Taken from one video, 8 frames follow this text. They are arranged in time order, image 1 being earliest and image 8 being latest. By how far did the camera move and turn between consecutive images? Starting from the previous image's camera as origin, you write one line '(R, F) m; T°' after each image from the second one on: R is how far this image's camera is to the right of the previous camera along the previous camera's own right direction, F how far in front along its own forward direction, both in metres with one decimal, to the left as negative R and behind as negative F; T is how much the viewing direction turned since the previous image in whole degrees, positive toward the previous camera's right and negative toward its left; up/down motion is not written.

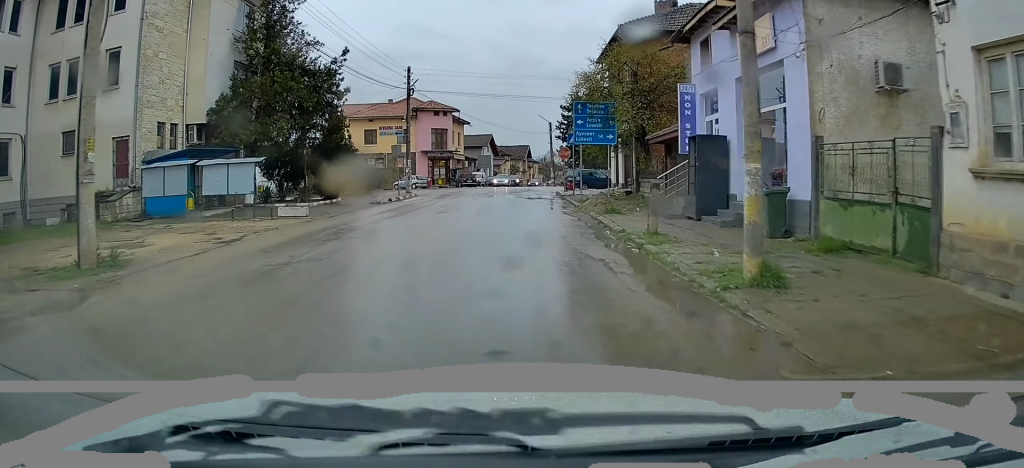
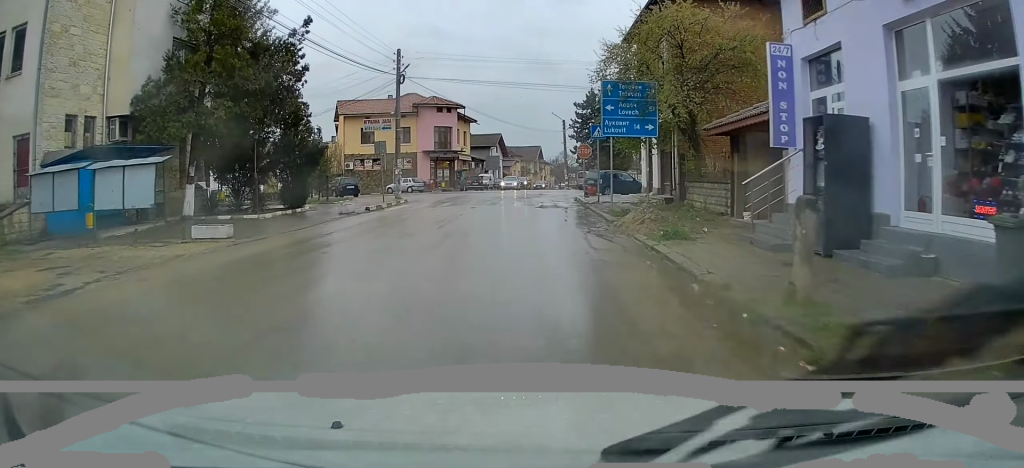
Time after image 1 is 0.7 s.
(0.0, +6.4) m; -3°
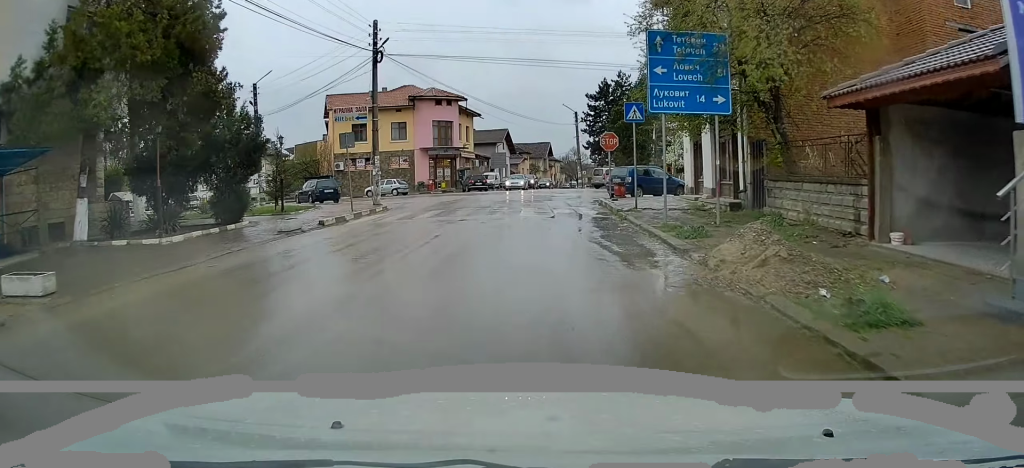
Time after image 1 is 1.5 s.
(-0.1, +6.6) m; -5°
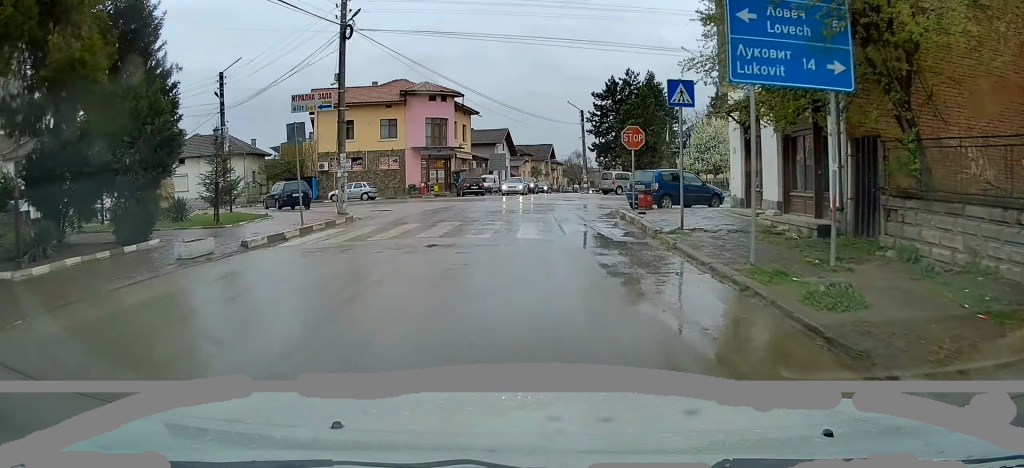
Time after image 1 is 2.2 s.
(-0.4, +5.1) m; 0°
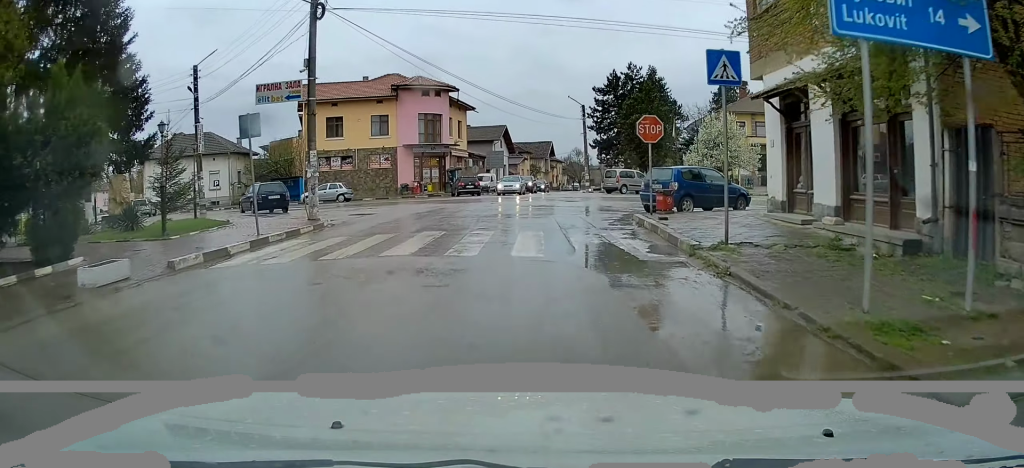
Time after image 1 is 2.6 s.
(-0.1, +3.0) m; 0°
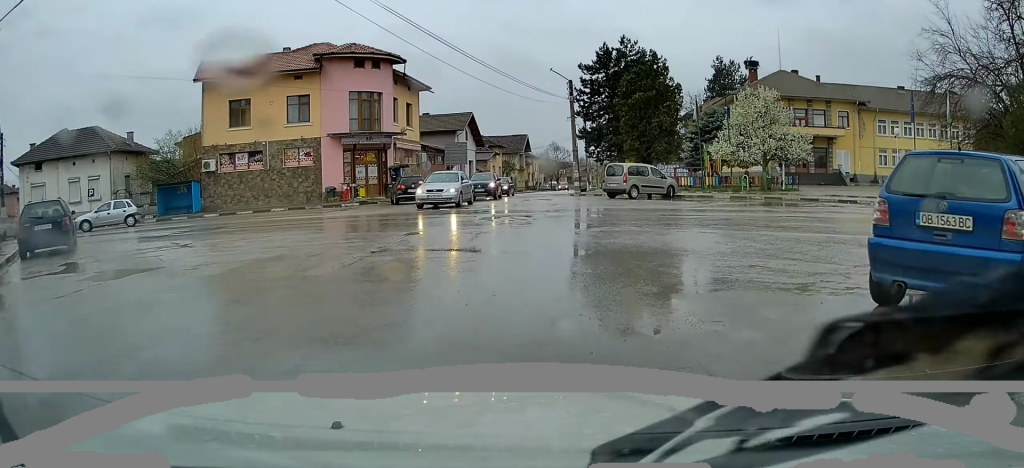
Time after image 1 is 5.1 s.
(+1.3, +13.4) m; +6°
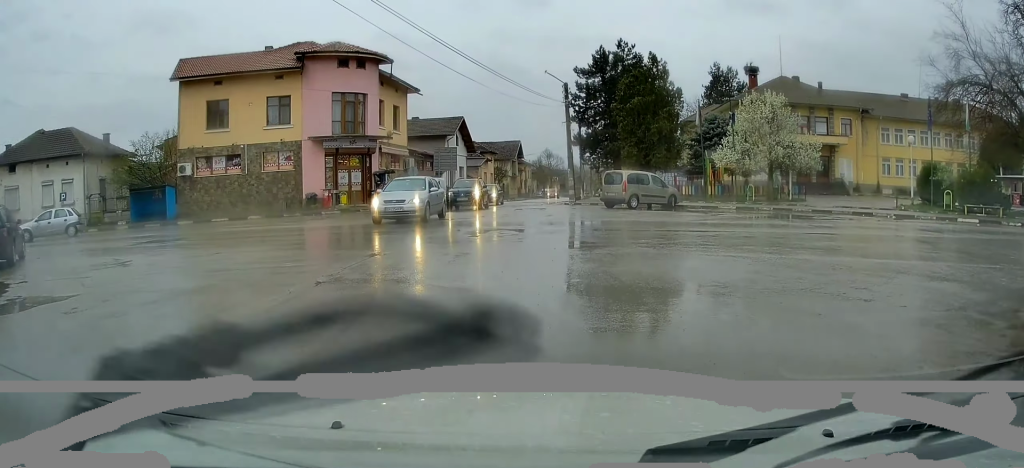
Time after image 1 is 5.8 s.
(0.0, +2.3) m; +1°
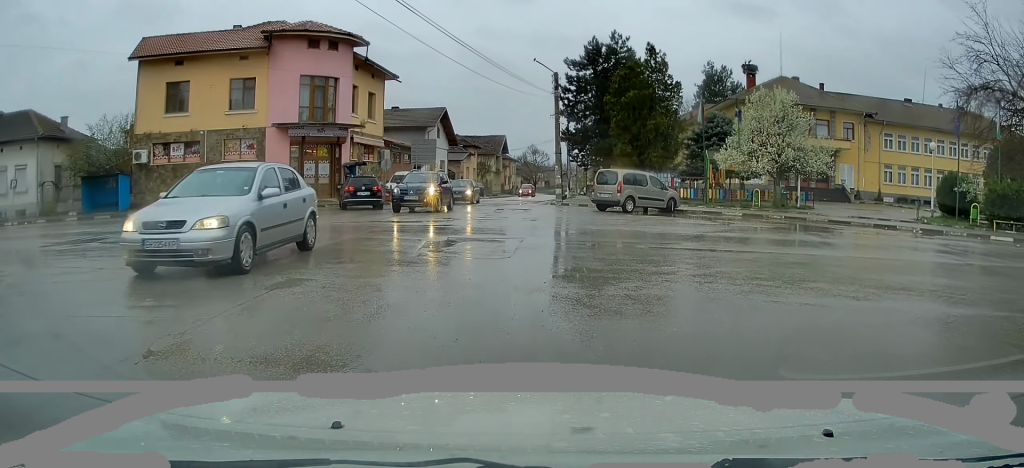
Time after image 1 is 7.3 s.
(+0.2, +3.0) m; +2°
